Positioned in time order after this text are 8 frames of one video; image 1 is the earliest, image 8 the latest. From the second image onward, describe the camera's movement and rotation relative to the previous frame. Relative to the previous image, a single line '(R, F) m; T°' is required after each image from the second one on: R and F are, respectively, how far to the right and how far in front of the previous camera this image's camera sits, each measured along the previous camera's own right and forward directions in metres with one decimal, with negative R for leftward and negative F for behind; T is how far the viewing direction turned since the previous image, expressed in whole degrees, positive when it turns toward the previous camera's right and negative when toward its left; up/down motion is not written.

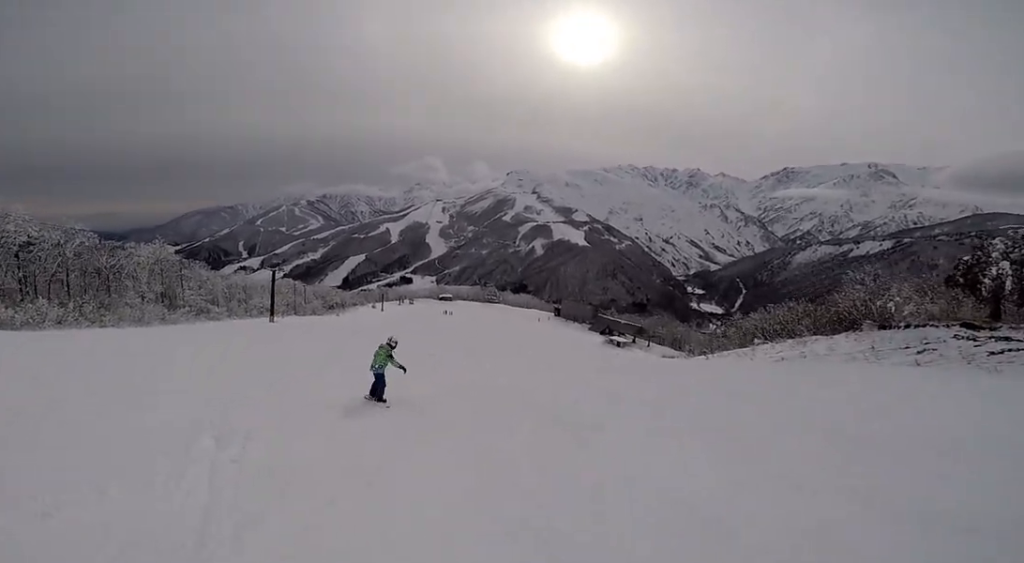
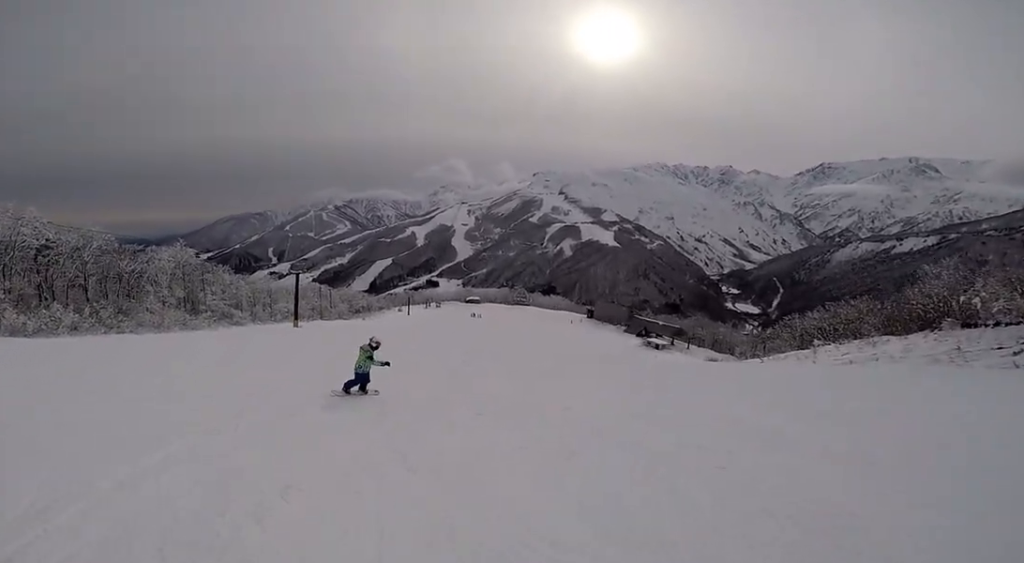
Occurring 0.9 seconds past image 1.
(+0.4, +3.9) m; -4°
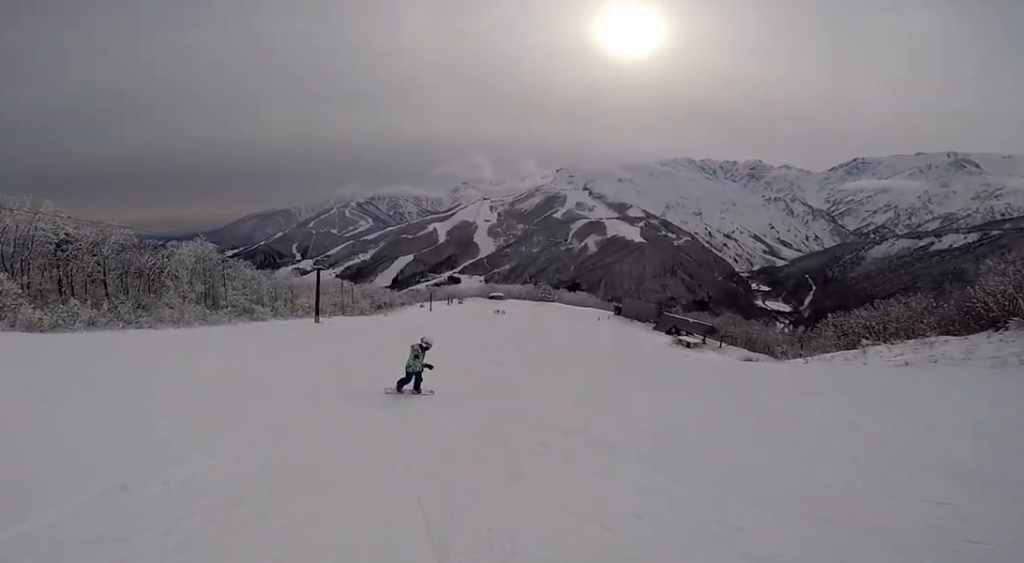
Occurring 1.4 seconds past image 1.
(-0.2, +2.1) m; +1°
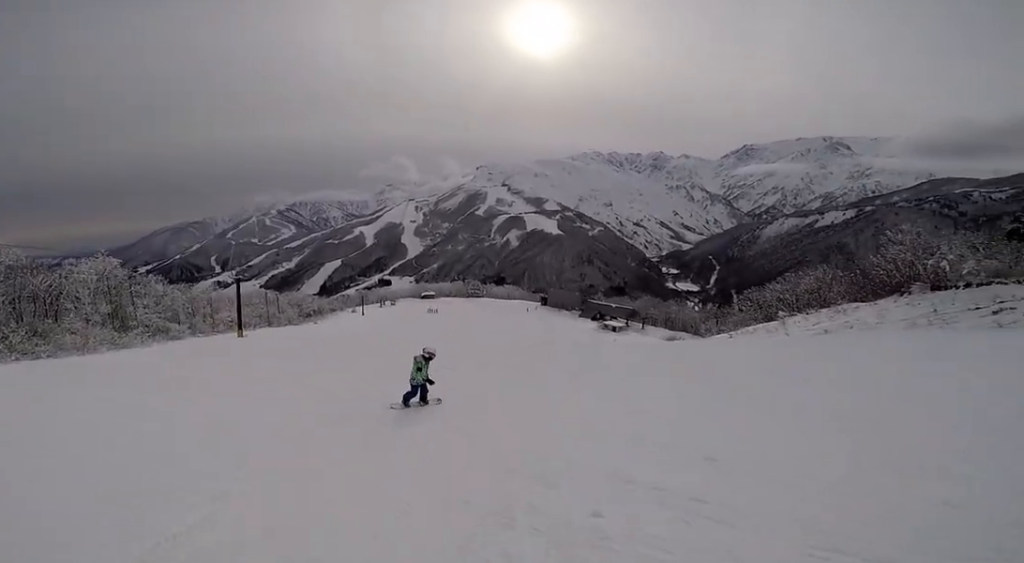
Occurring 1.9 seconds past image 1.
(-0.5, +2.2) m; +3°
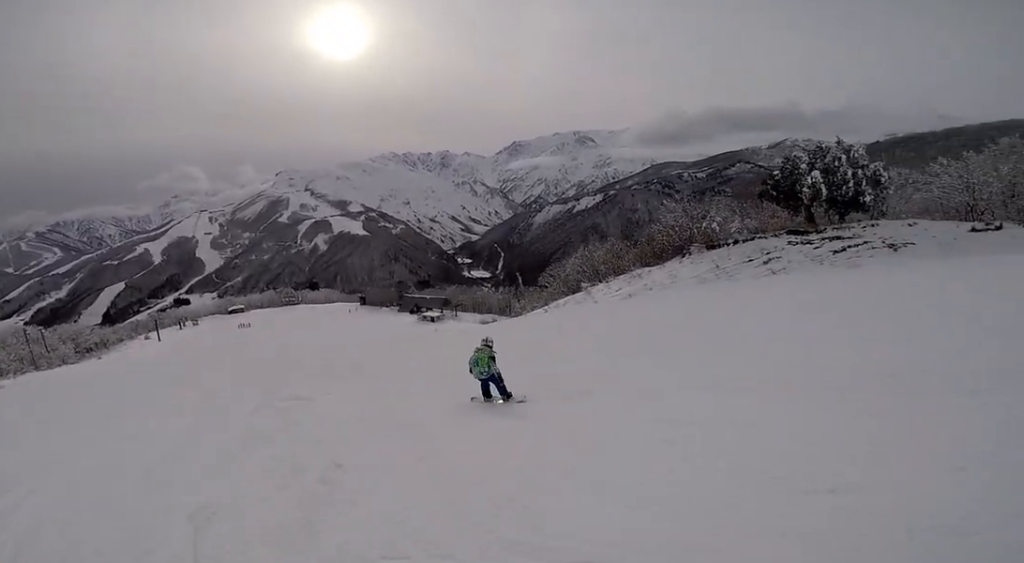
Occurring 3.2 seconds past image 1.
(+1.5, +5.5) m; +23°
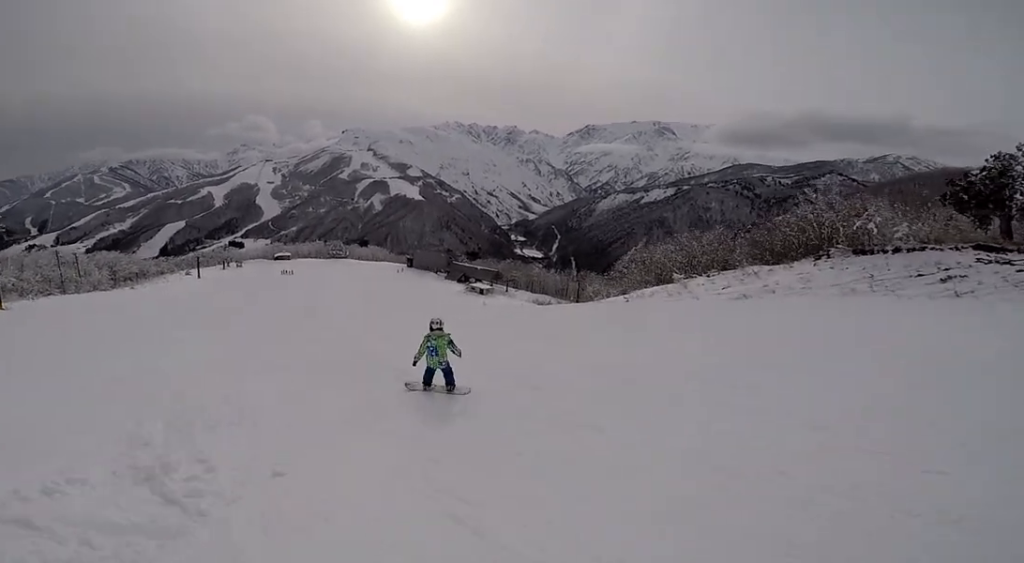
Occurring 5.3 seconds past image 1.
(0.0, +9.8) m; -4°
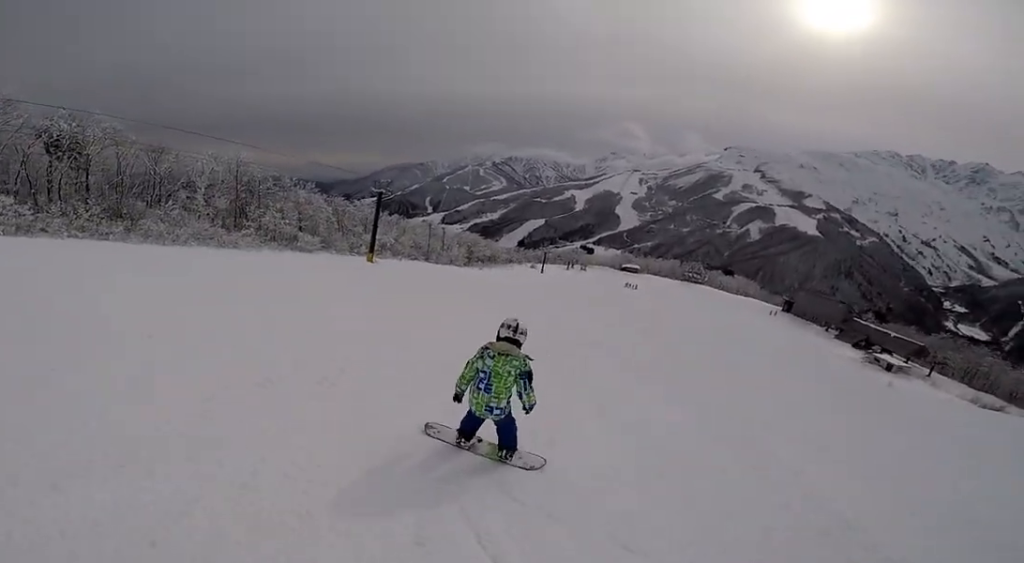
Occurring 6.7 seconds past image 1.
(-1.3, +5.7) m; -35°
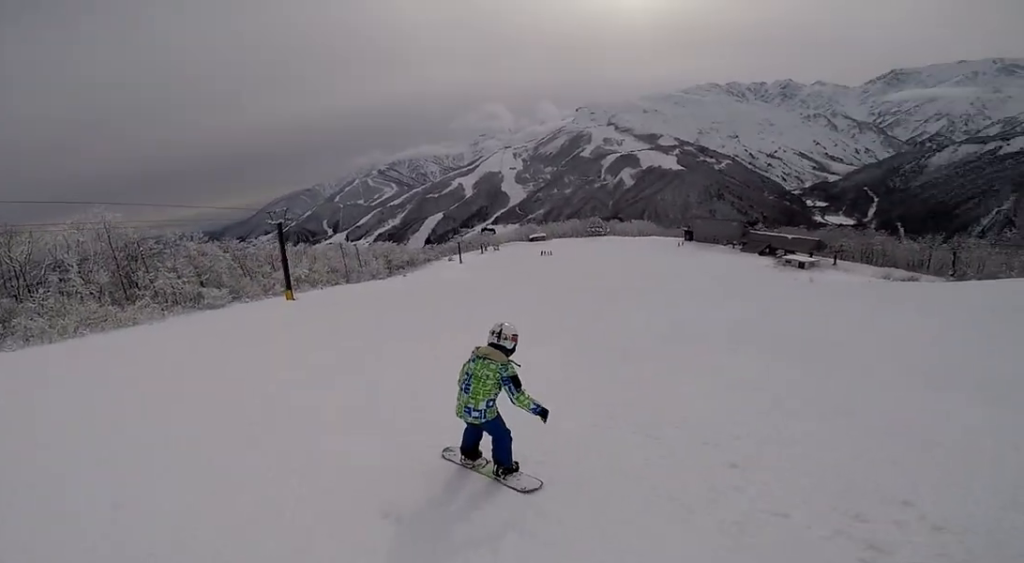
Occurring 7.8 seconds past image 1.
(-0.9, +4.8) m; -11°
